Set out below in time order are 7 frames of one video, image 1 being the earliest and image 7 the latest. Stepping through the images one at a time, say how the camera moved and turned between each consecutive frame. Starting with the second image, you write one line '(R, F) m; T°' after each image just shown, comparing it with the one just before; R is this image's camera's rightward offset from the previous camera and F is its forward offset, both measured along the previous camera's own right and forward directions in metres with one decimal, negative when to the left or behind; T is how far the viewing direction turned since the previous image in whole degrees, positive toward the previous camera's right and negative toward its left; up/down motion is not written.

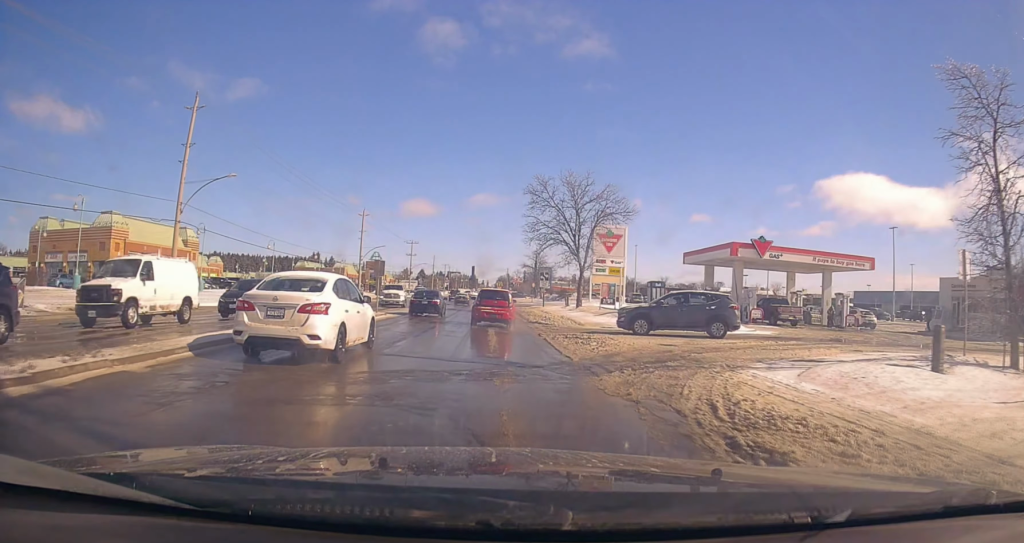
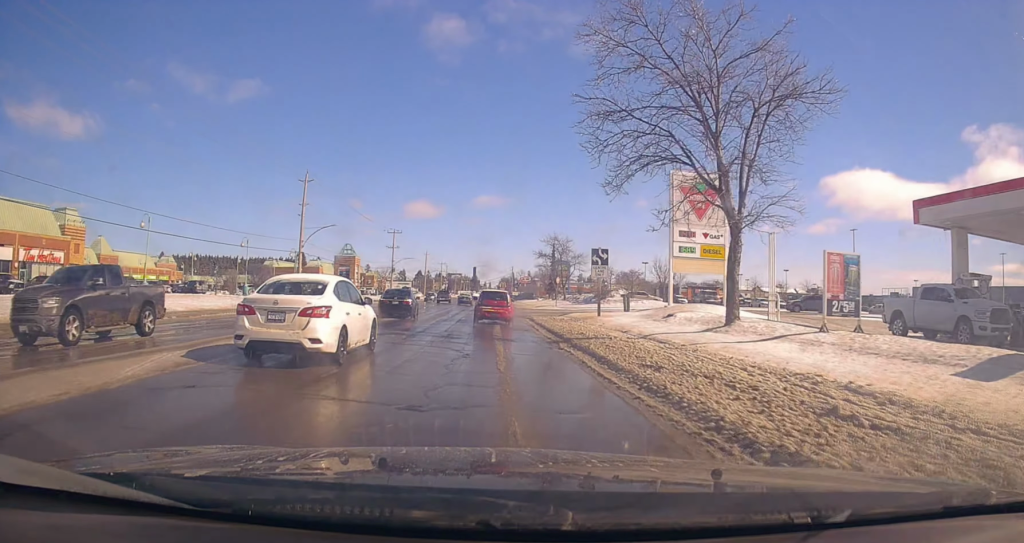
(+0.1, +30.0) m; +2°
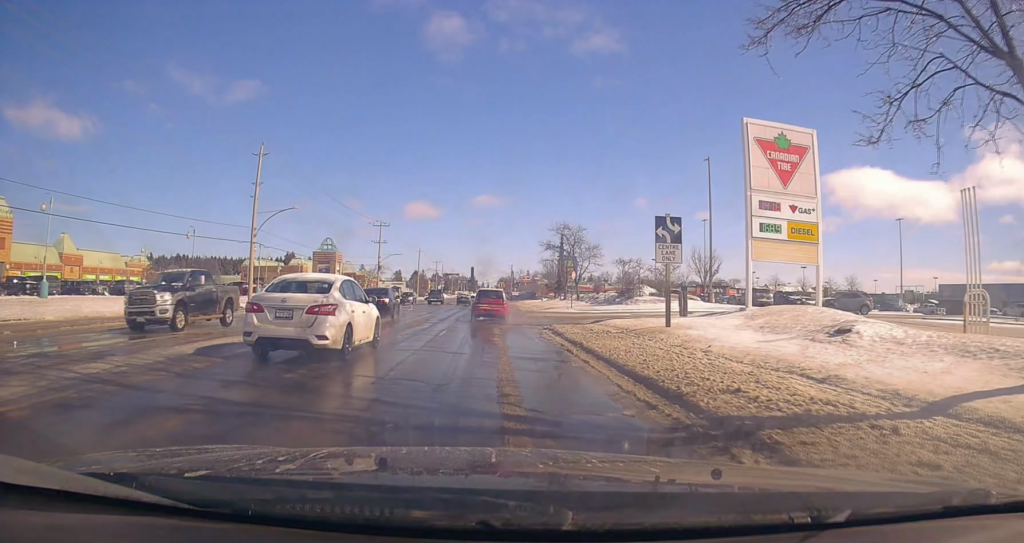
(-0.2, +12.7) m; -1°
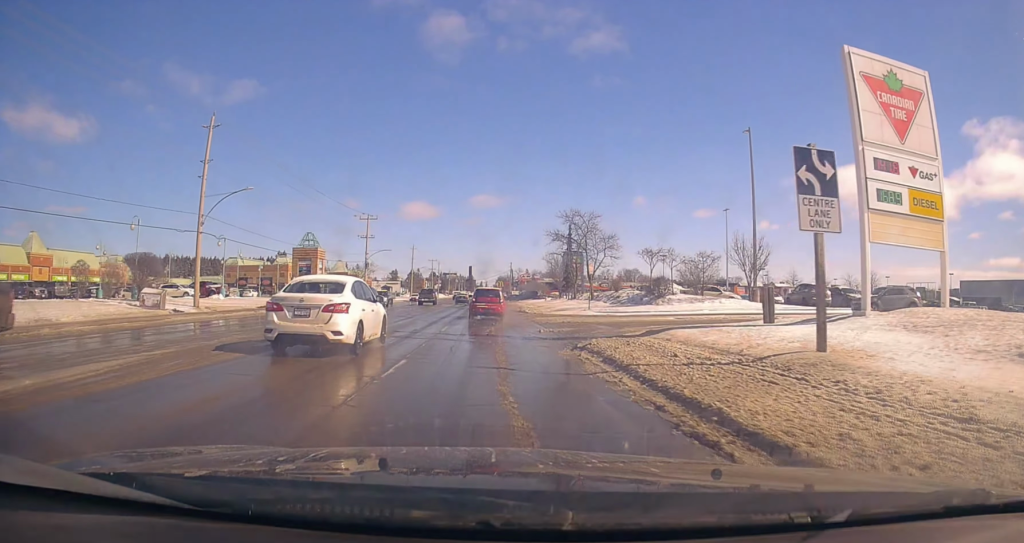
(-0.1, +9.5) m; 0°
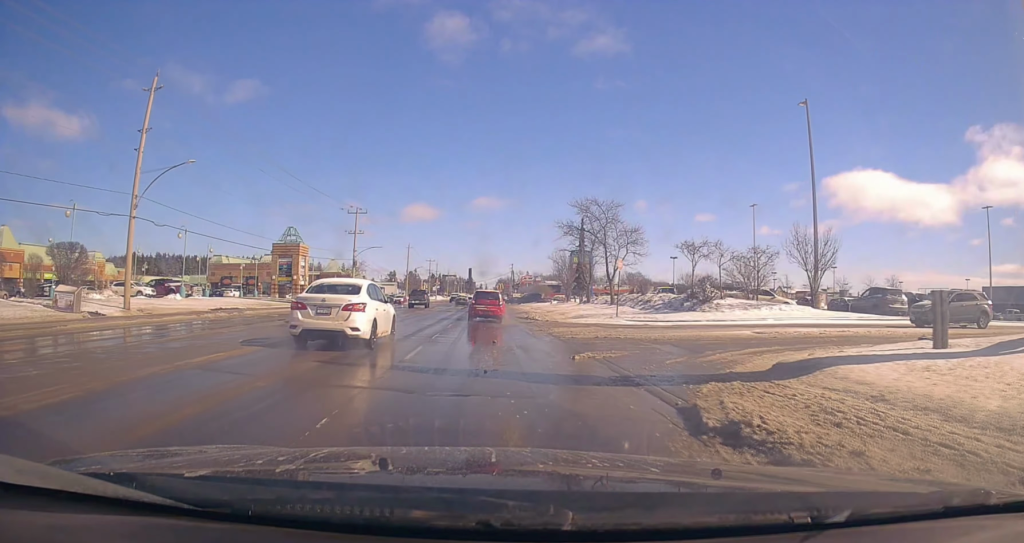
(+0.1, +8.6) m; +1°
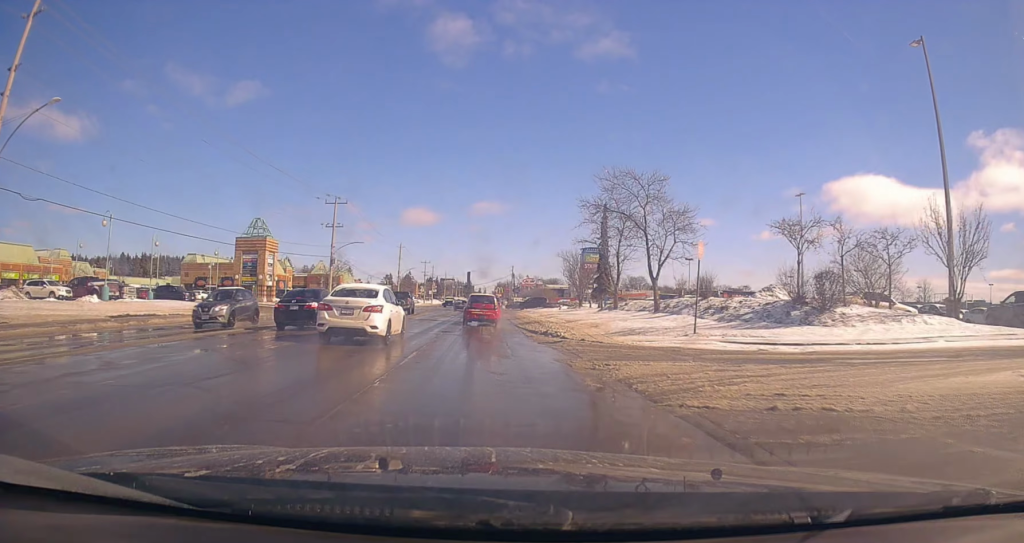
(+0.1, +12.0) m; -1°
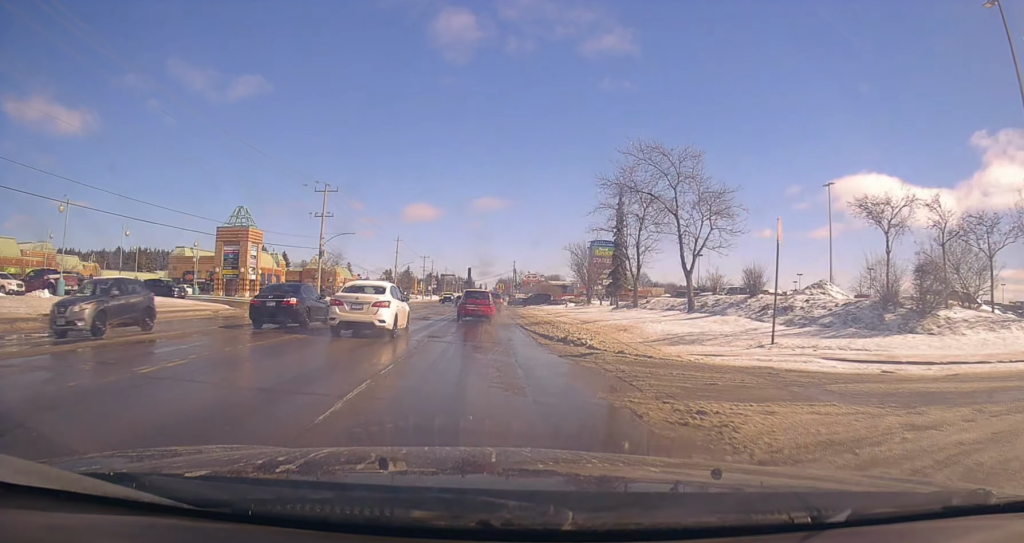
(0.0, +5.4) m; 0°
